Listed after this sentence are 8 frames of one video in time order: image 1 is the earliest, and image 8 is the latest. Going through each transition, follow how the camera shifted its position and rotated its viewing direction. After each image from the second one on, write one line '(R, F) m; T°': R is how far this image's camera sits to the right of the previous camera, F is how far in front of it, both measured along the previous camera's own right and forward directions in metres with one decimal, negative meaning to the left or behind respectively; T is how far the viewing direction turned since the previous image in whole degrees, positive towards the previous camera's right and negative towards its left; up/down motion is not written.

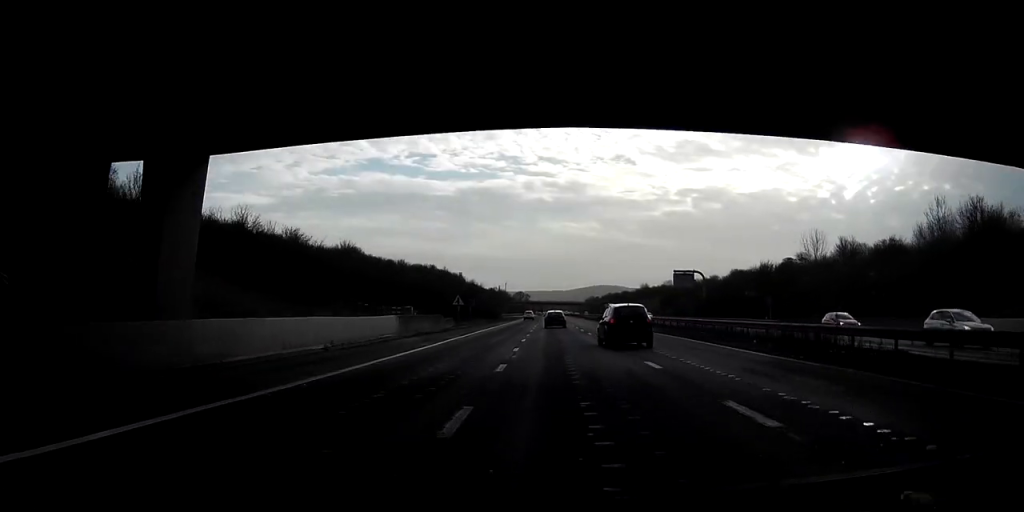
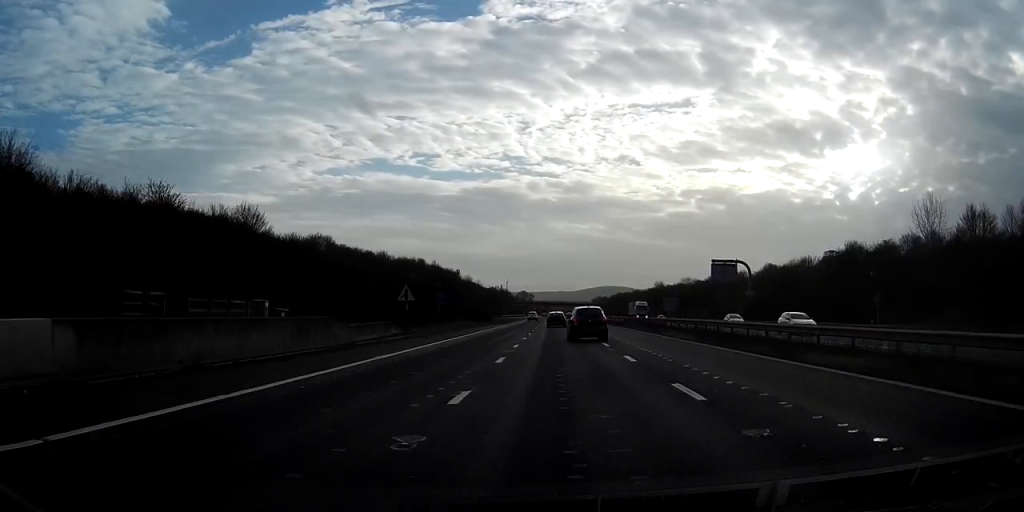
(+0.3, +32.6) m; -1°
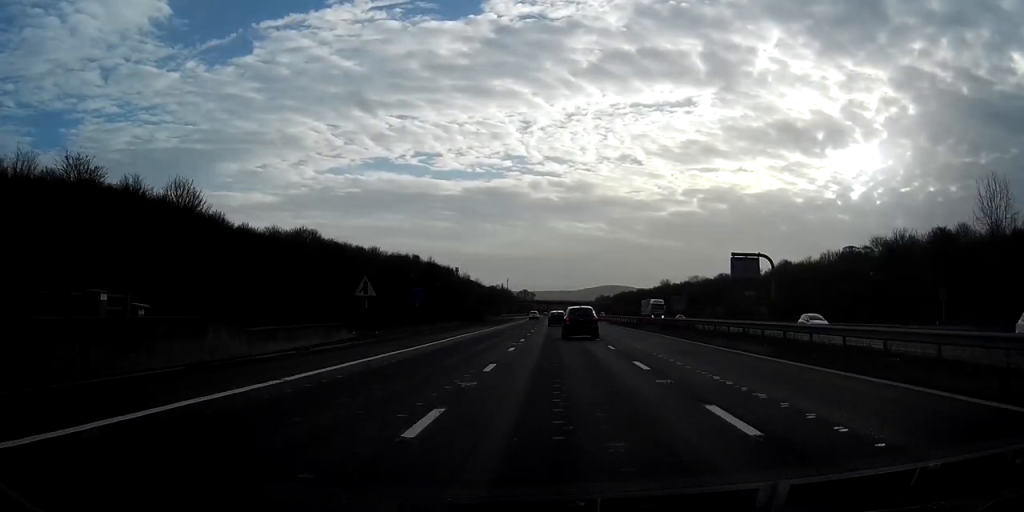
(-0.3, +12.3) m; -1°
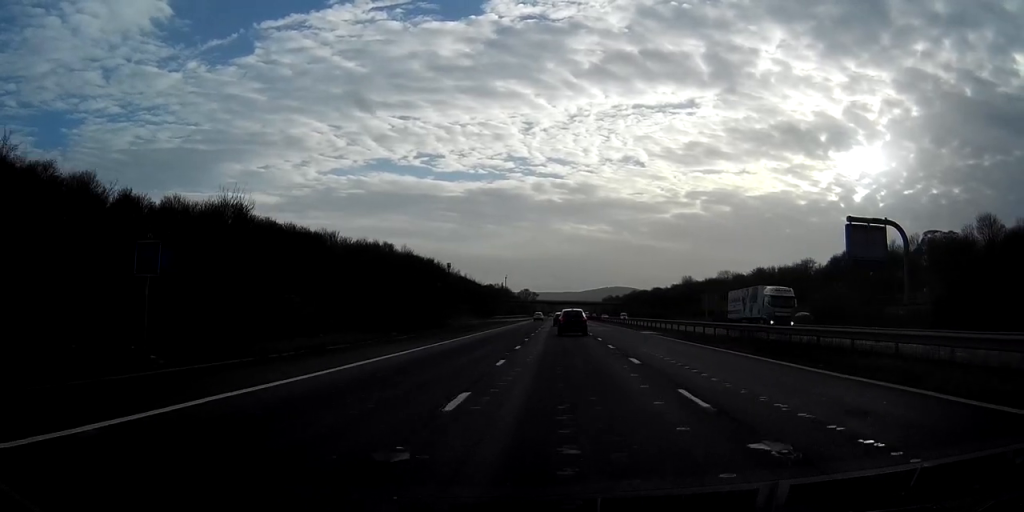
(-1.2, +41.8) m; -2°
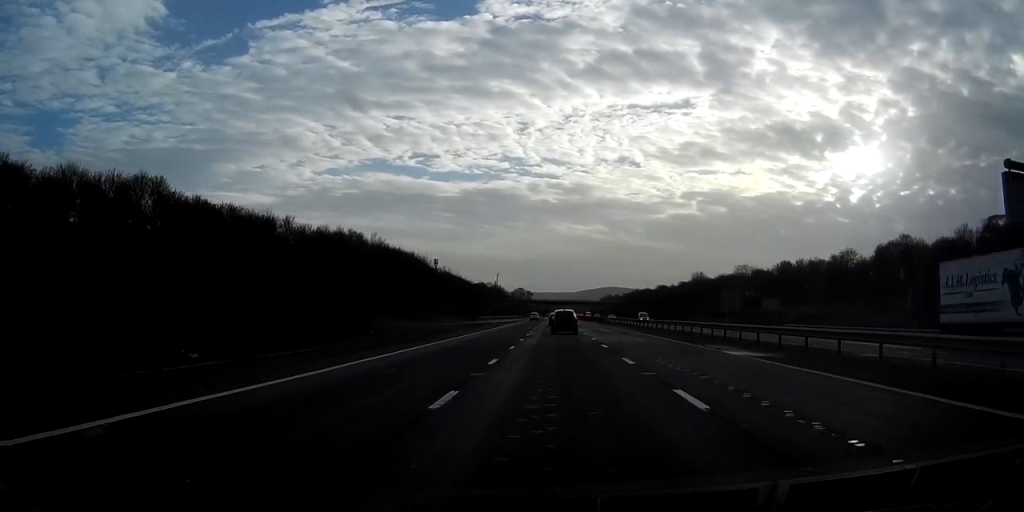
(+0.1, +26.7) m; +1°
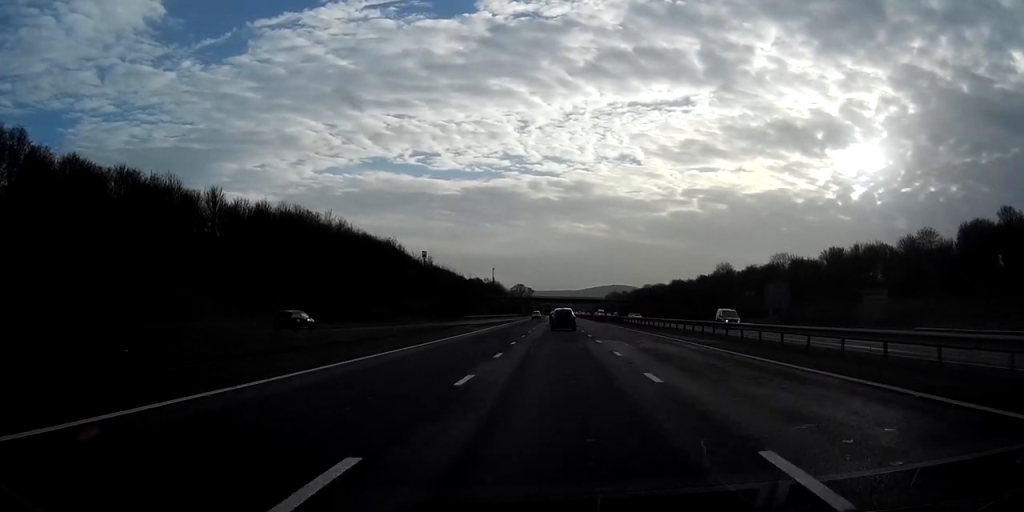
(+0.2, +32.4) m; +1°
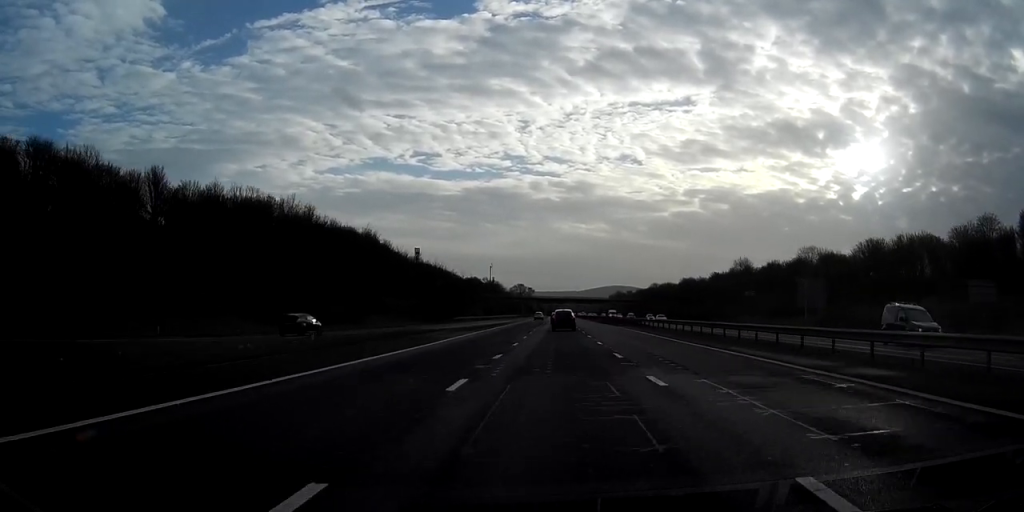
(+0.2, +18.1) m; 0°
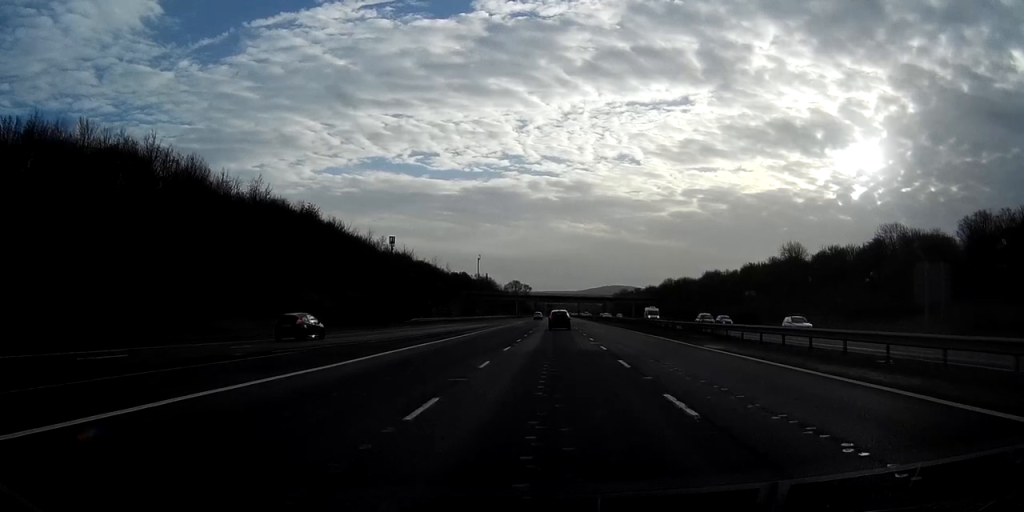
(+0.1, +39.0) m; 0°
